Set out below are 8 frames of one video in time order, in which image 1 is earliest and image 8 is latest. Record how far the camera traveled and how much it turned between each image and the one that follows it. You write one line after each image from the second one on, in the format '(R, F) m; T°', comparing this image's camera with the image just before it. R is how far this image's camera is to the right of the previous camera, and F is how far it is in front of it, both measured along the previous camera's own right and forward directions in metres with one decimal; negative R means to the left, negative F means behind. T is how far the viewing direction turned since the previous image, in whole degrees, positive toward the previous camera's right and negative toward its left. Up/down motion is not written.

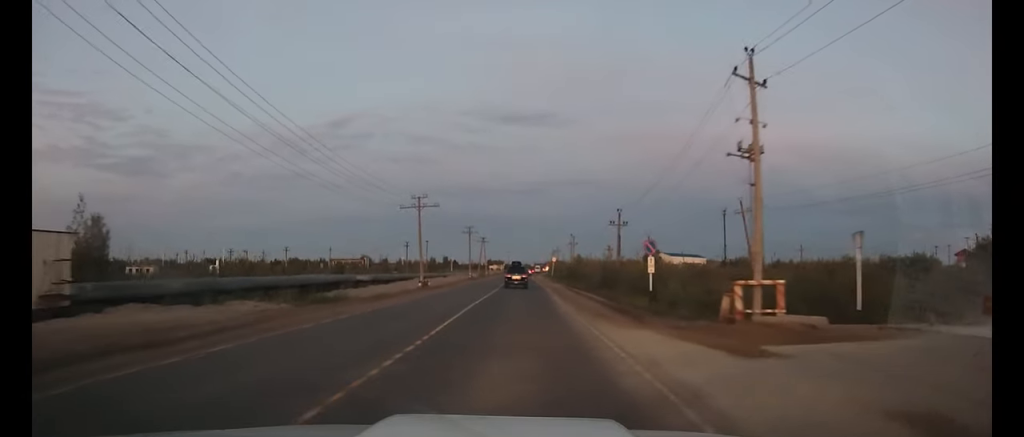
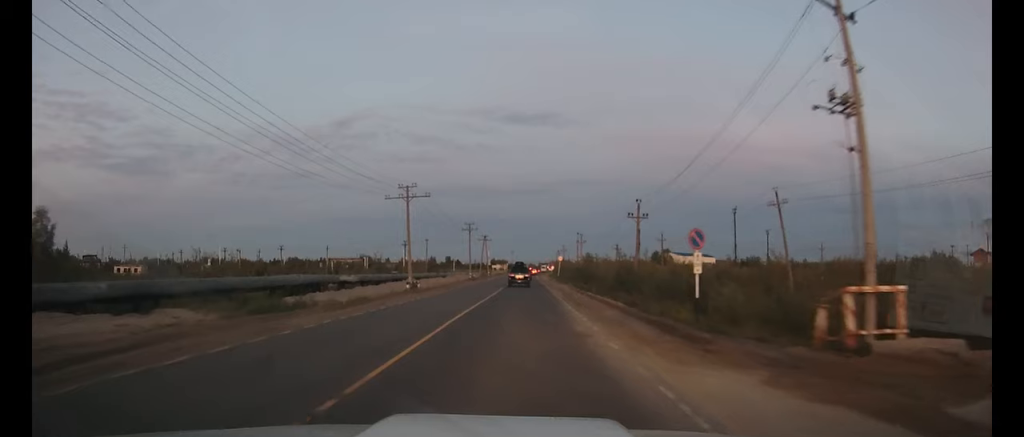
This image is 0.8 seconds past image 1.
(0.0, +6.7) m; 0°
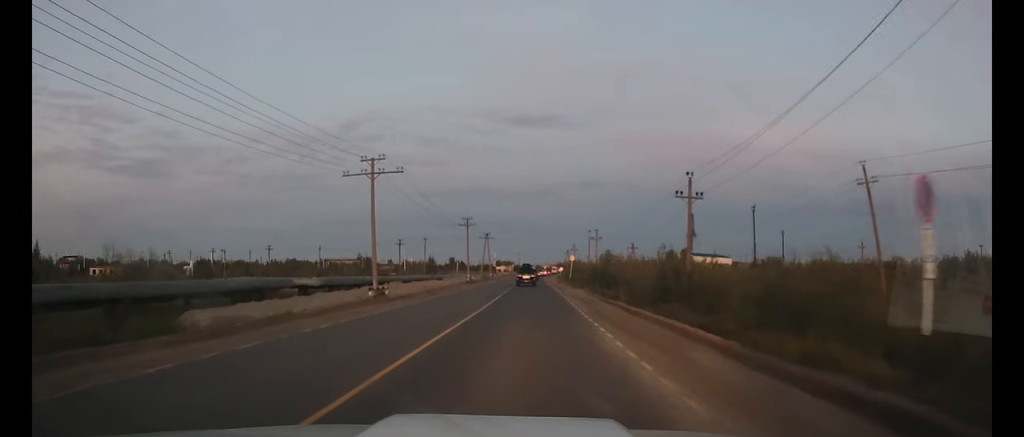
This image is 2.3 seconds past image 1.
(-0.1, +12.5) m; 0°
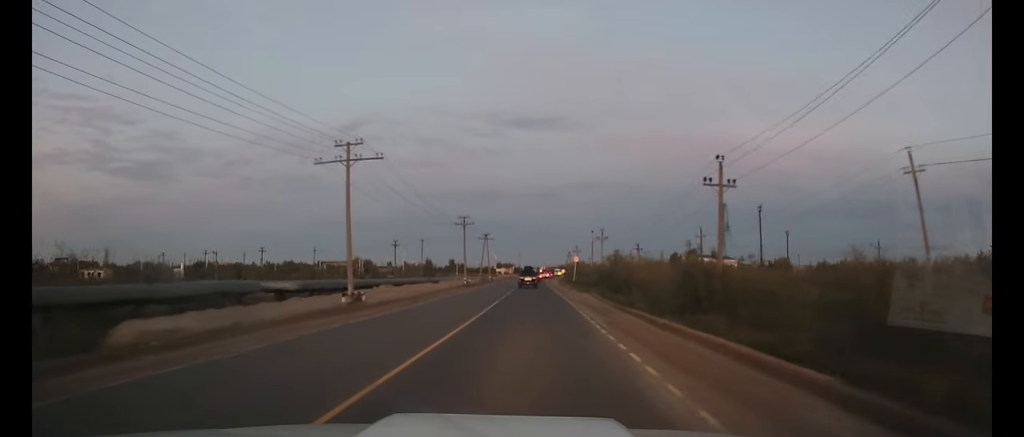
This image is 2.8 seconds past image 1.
(0.0, +4.8) m; 0°
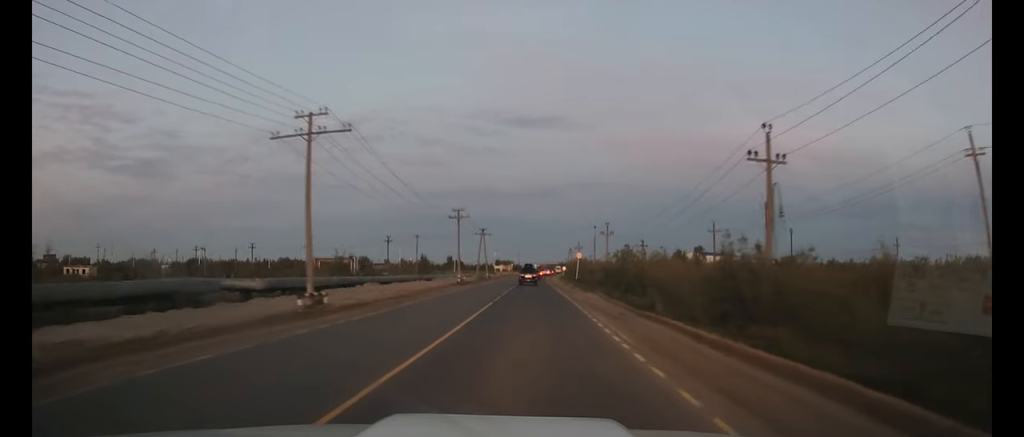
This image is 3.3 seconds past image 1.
(0.0, +5.2) m; 0°
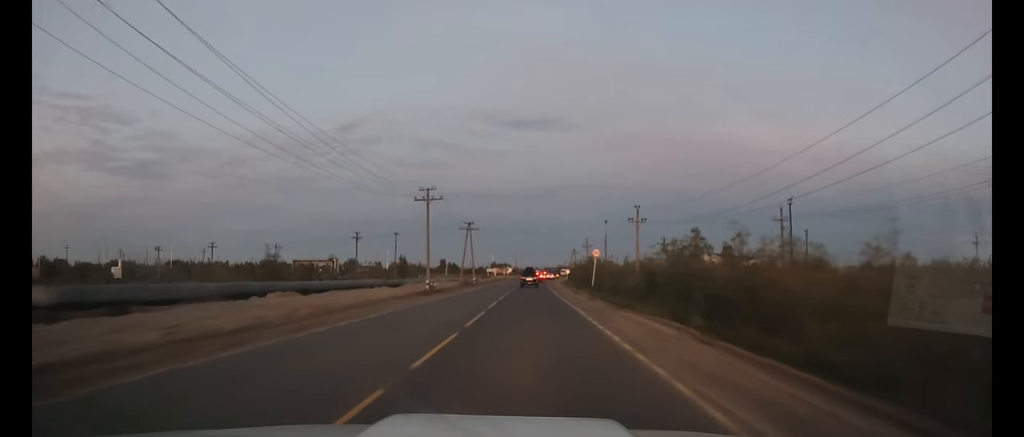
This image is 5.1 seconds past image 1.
(0.0, +18.4) m; 0°
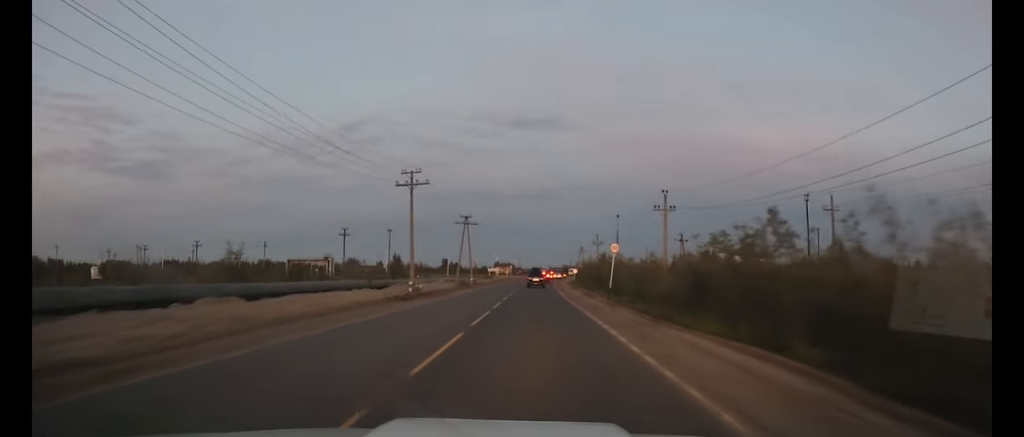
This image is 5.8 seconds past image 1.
(0.0, +8.2) m; 0°
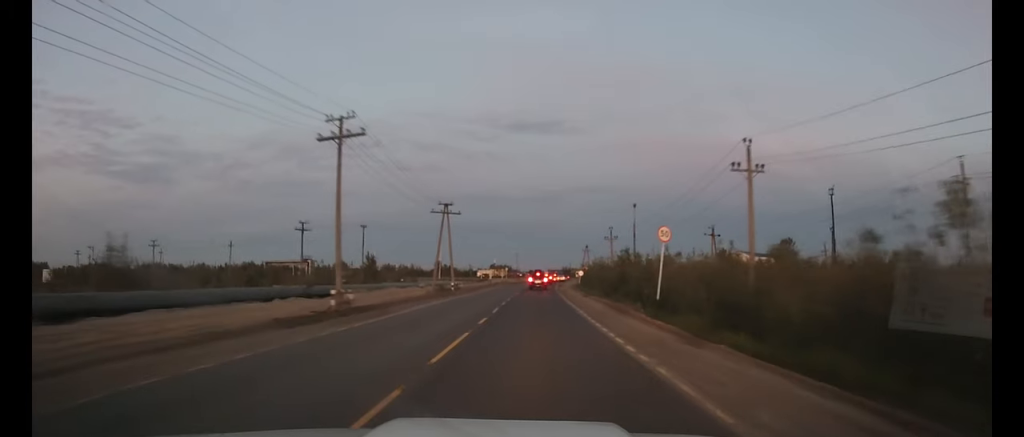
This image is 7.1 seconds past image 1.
(0.0, +15.3) m; 0°
